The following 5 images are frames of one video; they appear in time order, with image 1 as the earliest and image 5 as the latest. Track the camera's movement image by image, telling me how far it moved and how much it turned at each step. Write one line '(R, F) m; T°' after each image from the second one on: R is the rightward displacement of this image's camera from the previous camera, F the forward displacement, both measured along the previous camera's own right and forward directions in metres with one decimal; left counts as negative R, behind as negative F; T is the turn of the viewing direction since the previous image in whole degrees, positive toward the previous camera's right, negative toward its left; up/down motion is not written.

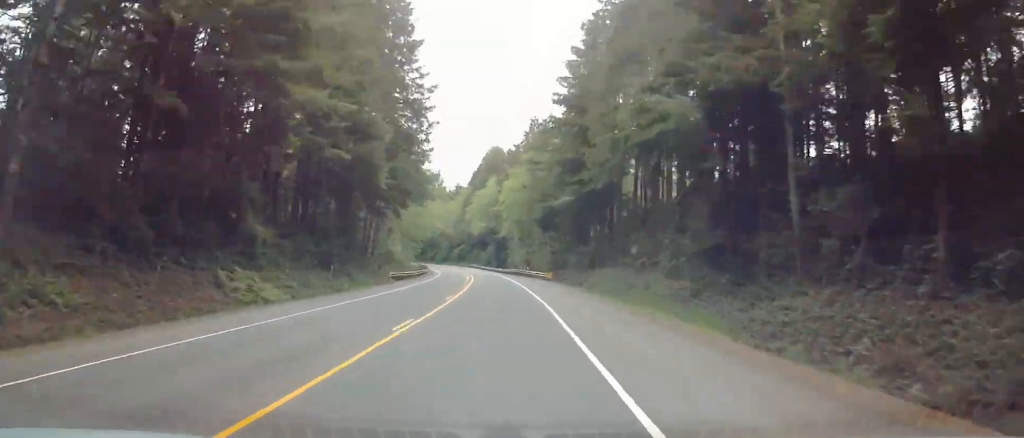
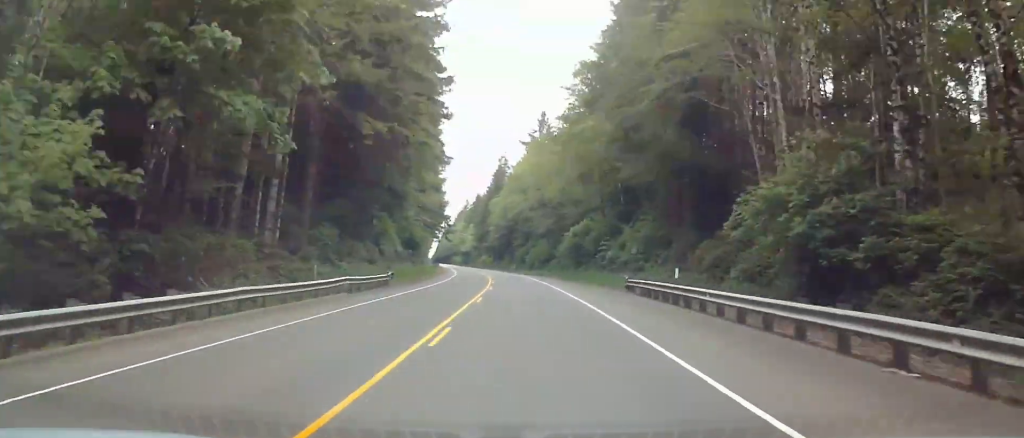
(-10.7, +147.2) m; -10°
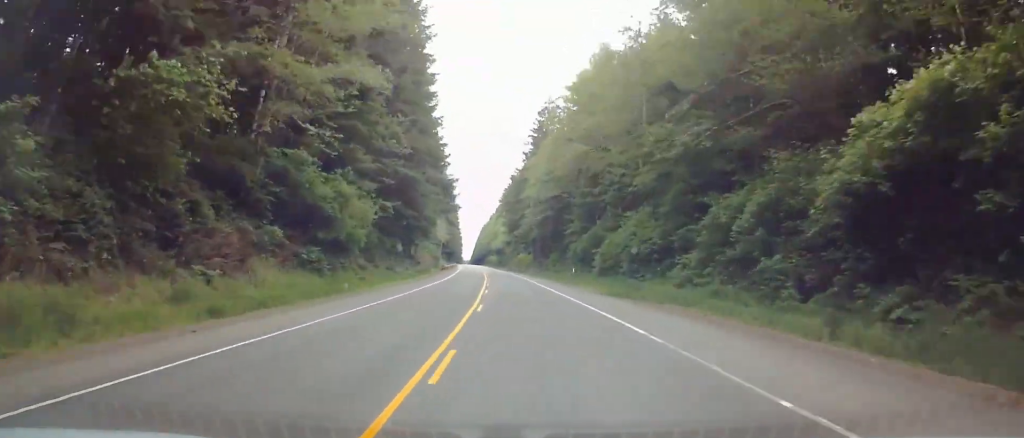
(-2.1, +66.7) m; -4°
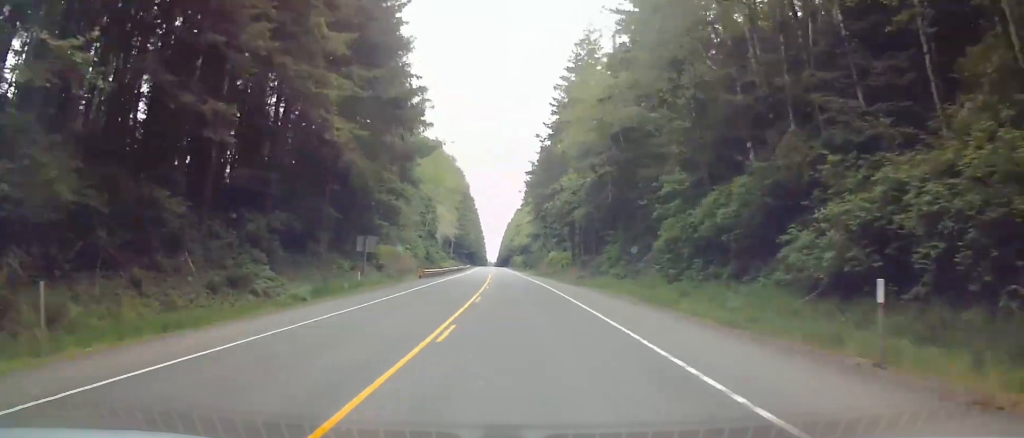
(-1.0, +46.3) m; -2°
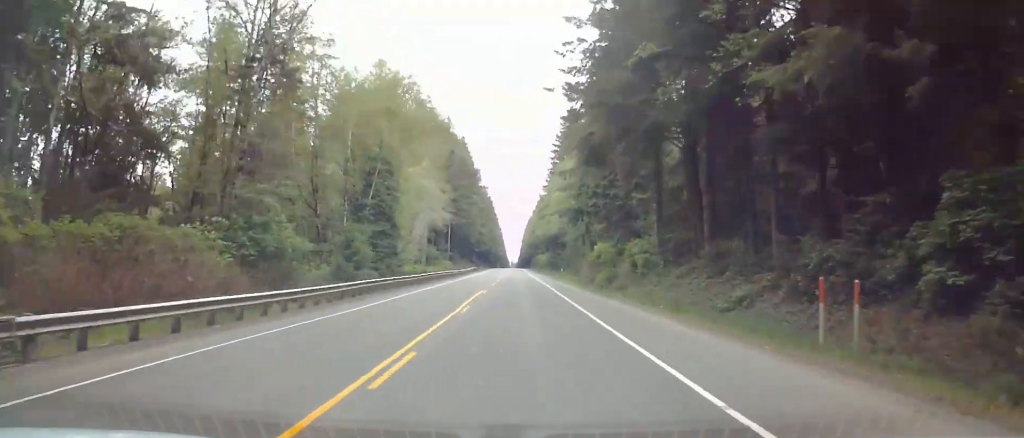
(-1.4, +55.6) m; -3°
